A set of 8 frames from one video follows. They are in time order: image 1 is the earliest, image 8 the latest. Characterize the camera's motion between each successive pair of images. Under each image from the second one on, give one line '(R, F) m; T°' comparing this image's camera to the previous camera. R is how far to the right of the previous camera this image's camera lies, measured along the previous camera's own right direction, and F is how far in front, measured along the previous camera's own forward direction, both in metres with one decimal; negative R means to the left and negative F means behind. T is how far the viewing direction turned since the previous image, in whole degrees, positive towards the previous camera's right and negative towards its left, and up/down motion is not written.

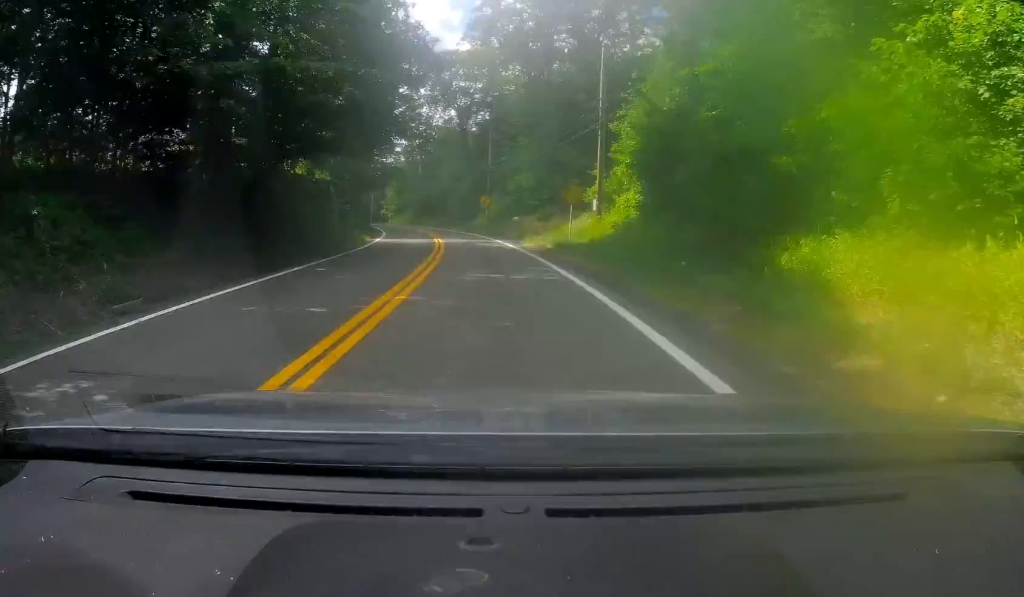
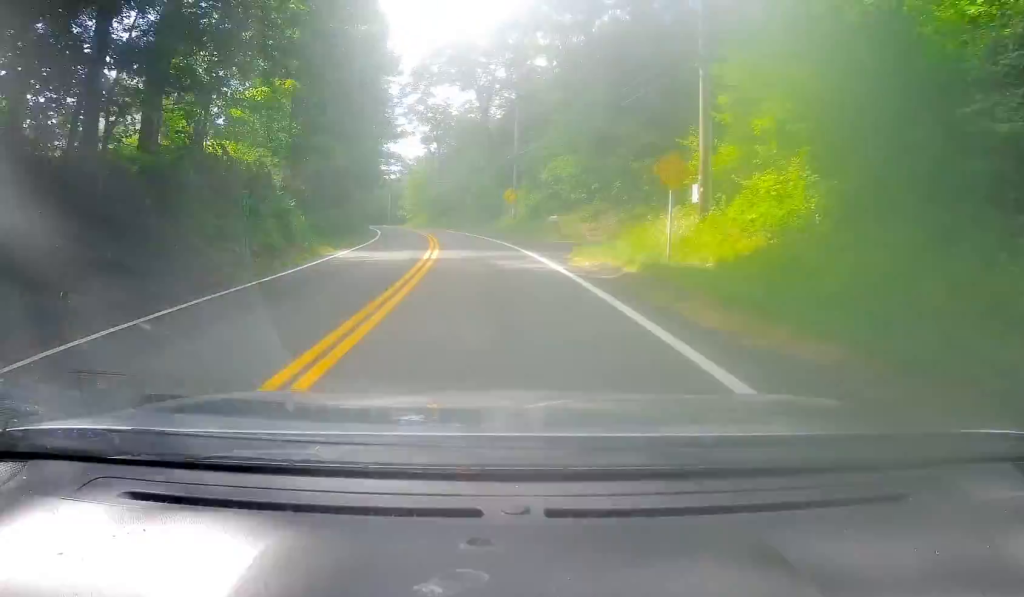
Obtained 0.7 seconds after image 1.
(-0.6, +14.1) m; -2°
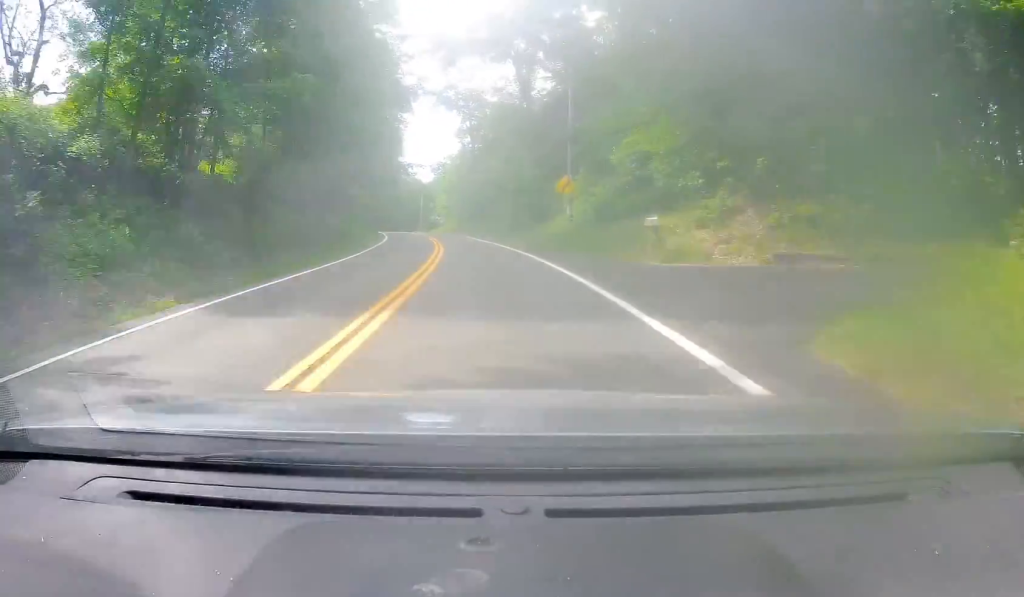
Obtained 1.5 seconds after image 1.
(-0.4, +16.9) m; -3°
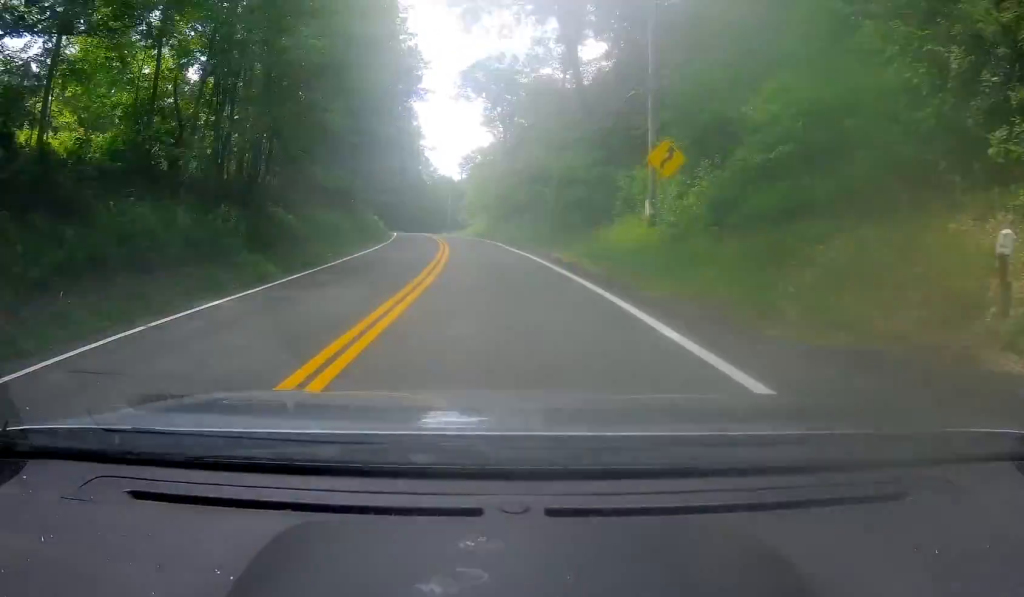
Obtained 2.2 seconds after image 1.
(+0.1, +14.2) m; -3°
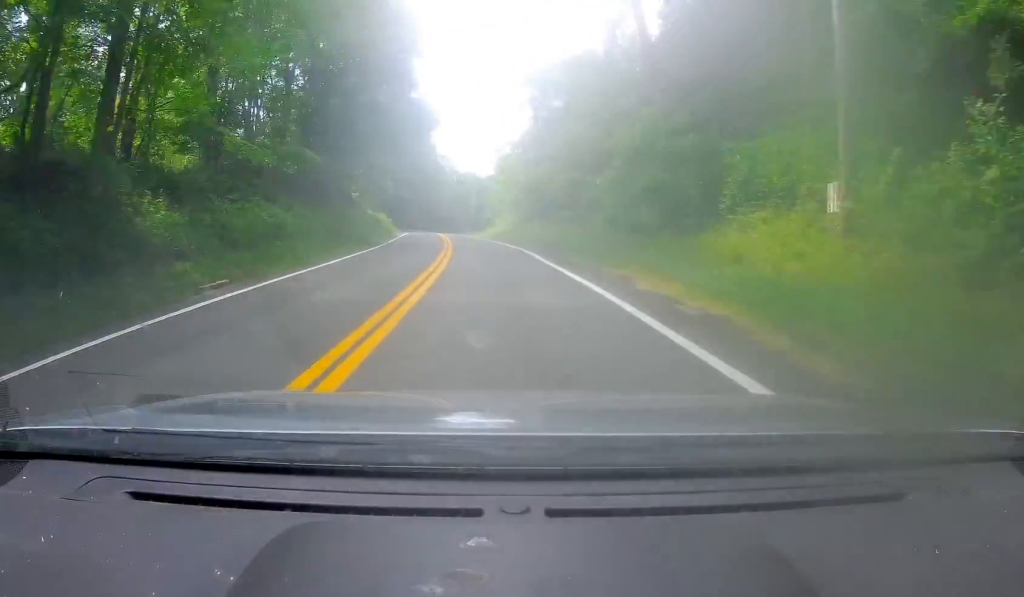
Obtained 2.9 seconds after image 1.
(-0.7, +12.8) m; -4°
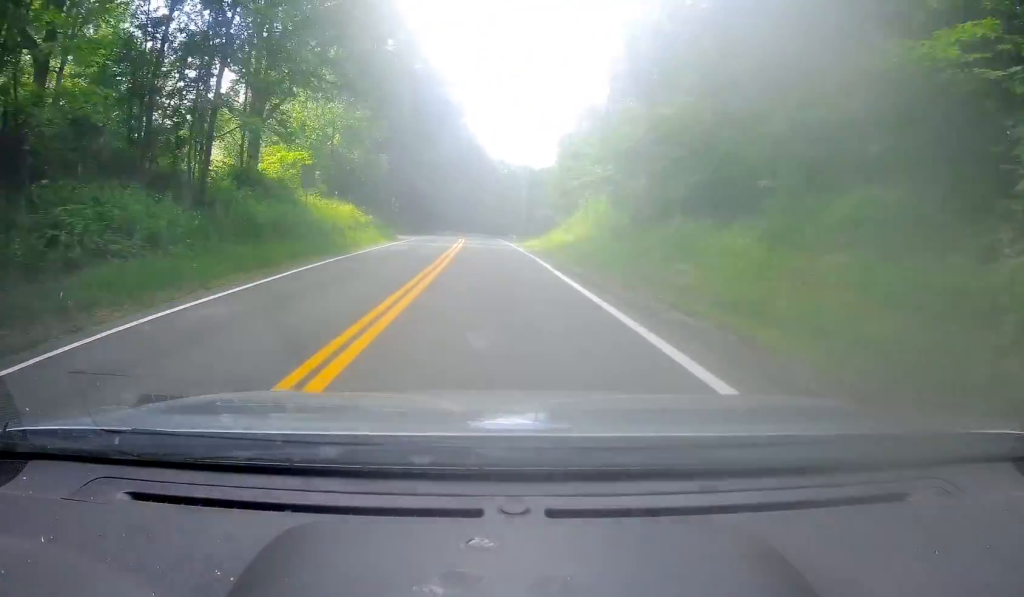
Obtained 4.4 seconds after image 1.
(-2.1, +31.9) m; -7°
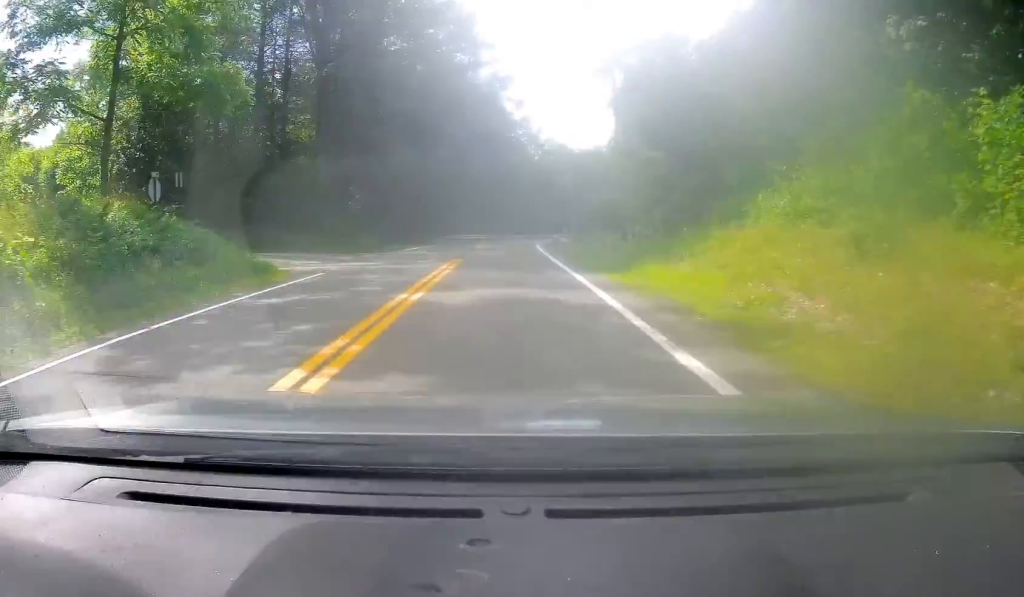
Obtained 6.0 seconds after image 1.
(-1.5, +31.1) m; -5°
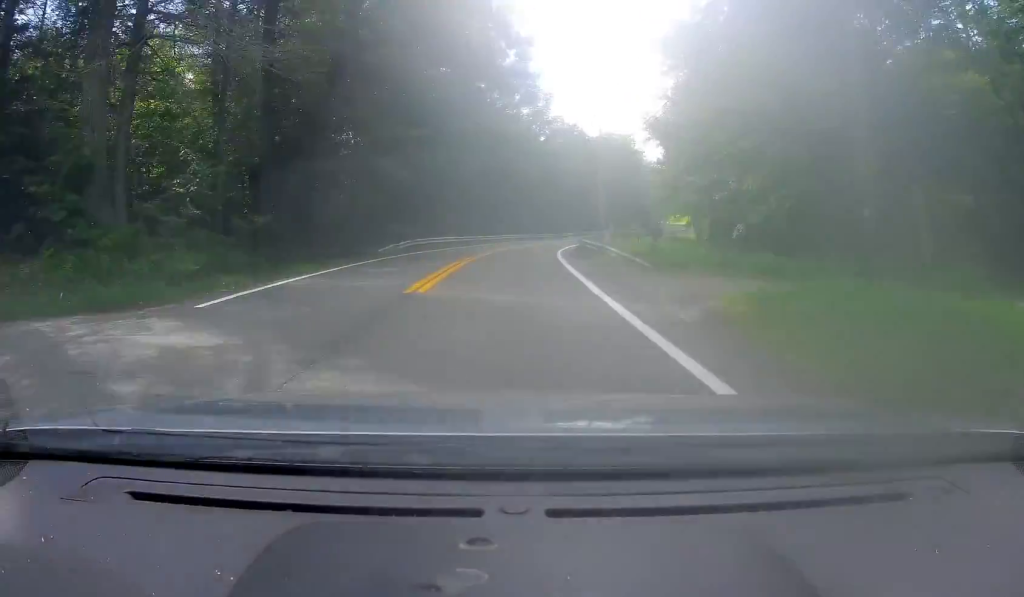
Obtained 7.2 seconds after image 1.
(-0.4, +23.8) m; +2°
